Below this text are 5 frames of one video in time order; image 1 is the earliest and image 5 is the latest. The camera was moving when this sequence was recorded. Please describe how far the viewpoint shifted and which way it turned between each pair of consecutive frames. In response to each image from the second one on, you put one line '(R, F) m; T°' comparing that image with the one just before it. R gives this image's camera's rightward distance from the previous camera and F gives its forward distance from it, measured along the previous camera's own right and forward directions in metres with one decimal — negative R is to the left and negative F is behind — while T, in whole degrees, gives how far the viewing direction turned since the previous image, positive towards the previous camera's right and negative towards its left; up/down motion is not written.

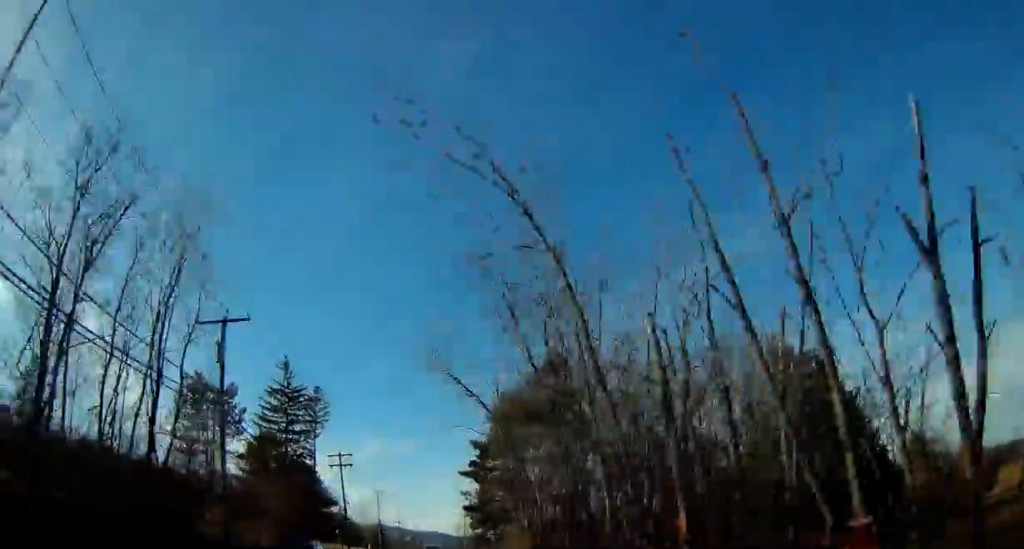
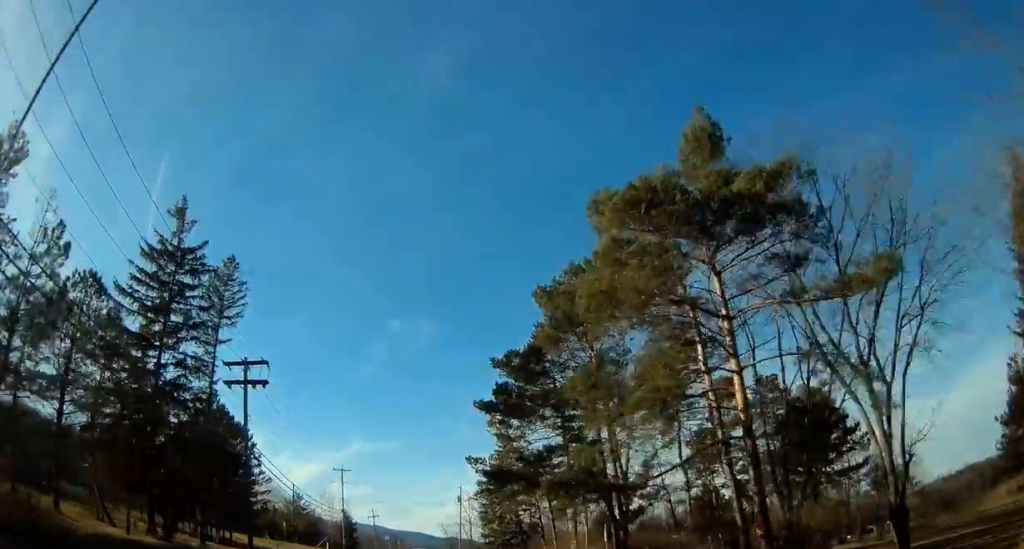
(+1.3, +31.5) m; +3°
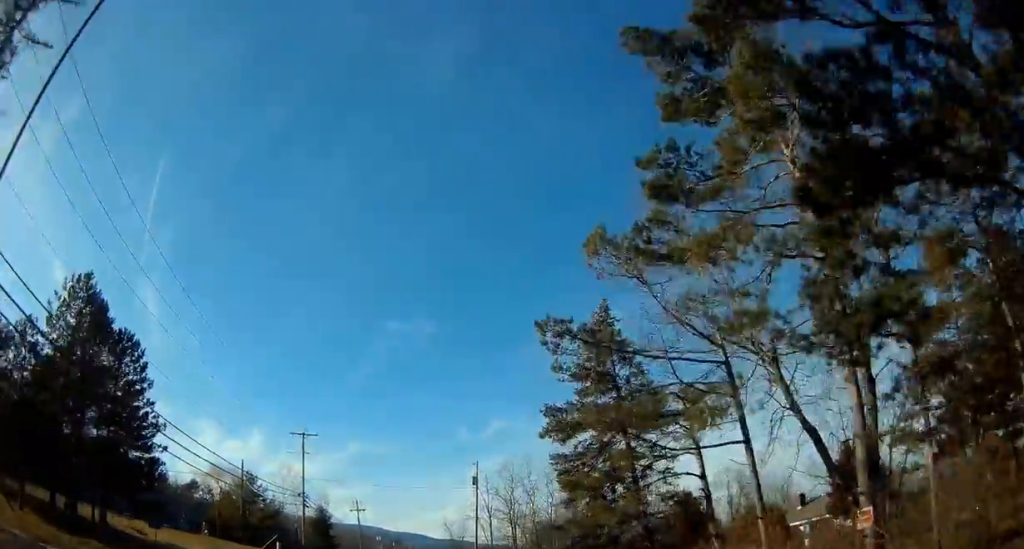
(+0.7, +27.6) m; +3°
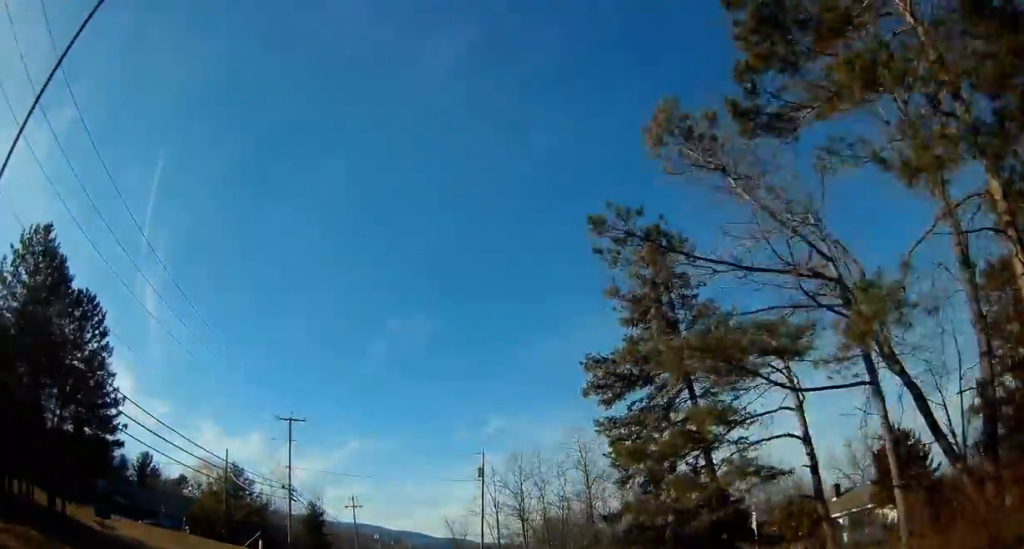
(+0.3, +5.6) m; 0°
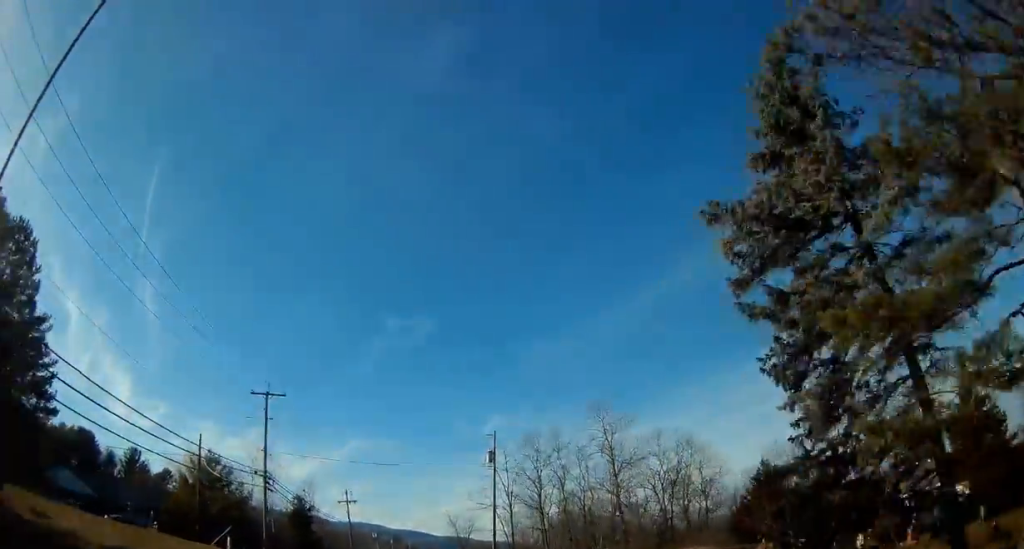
(-0.2, +7.5) m; -1°
